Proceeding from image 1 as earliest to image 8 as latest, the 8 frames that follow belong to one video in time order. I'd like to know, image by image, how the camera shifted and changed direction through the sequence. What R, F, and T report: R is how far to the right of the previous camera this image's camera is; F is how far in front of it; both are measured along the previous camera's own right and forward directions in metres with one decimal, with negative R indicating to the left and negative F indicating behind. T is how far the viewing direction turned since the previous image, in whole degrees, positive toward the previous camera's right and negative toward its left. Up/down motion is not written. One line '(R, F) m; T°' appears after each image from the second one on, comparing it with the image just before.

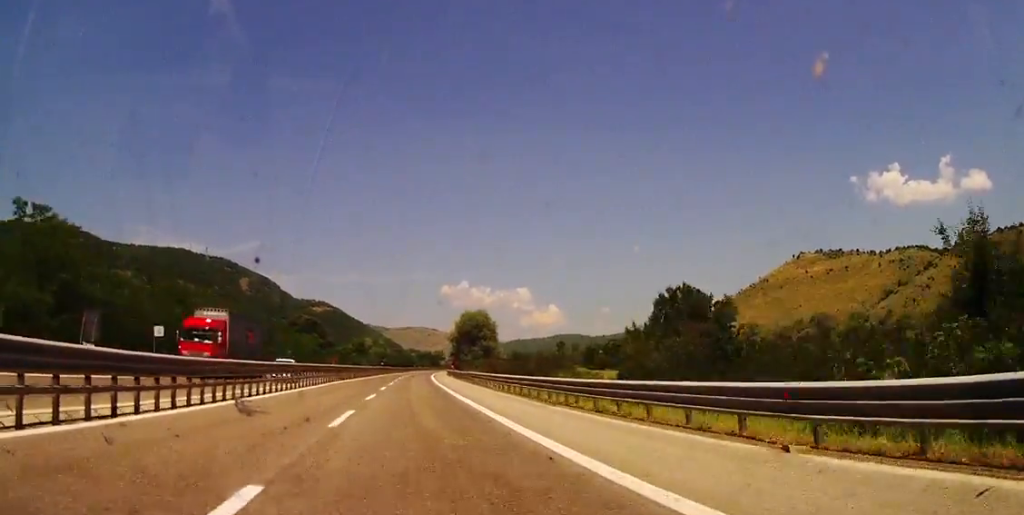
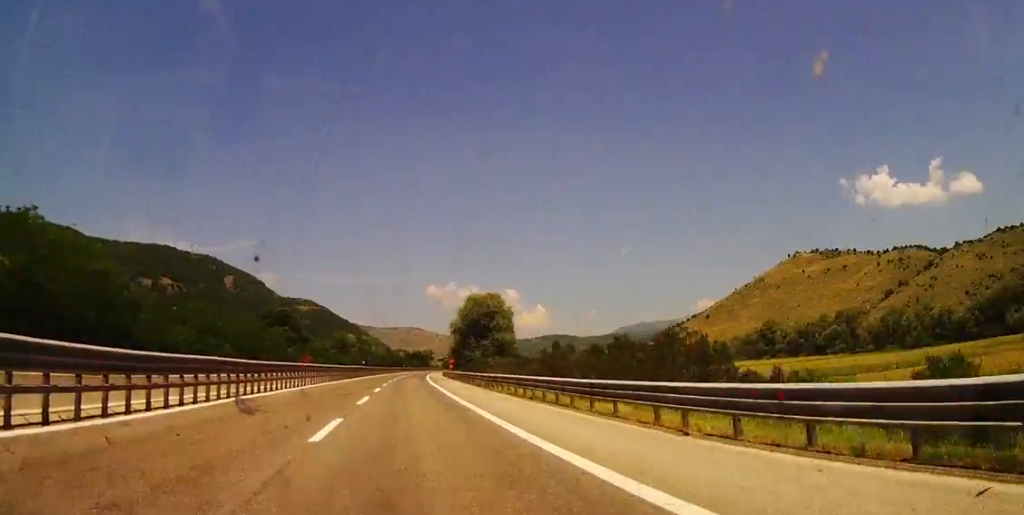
(+0.2, +26.9) m; 0°
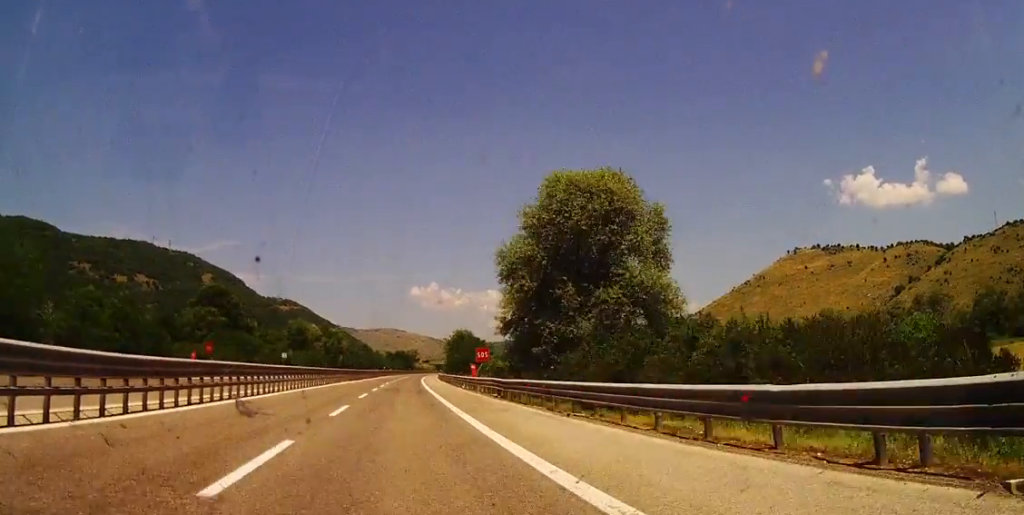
(+0.1, +53.6) m; +1°
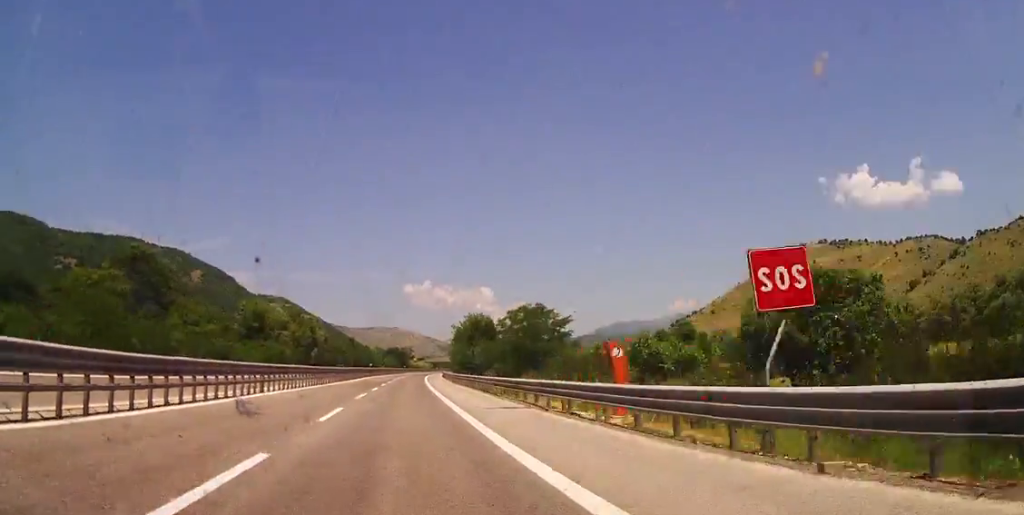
(+0.6, +38.8) m; +1°
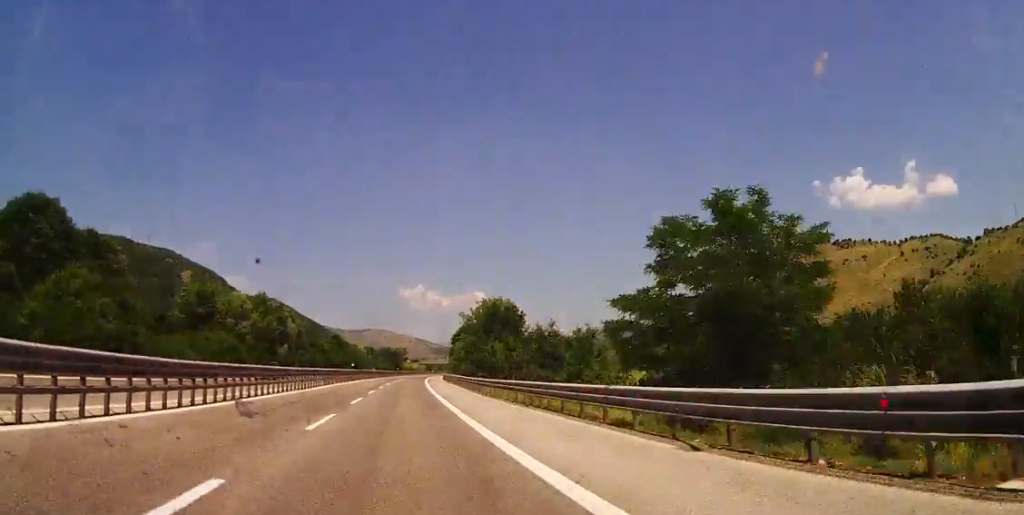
(+0.1, +26.8) m; 0°
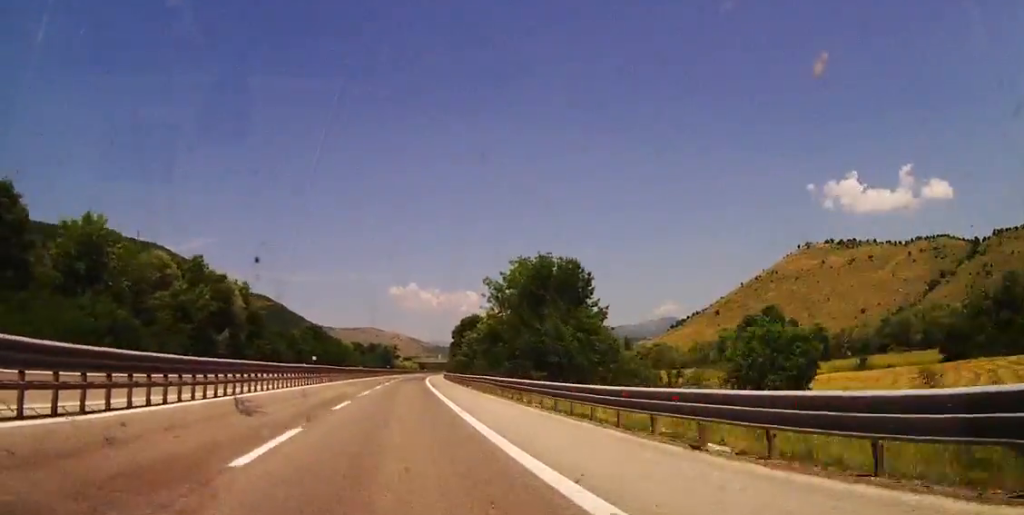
(+0.1, +30.5) m; 0°
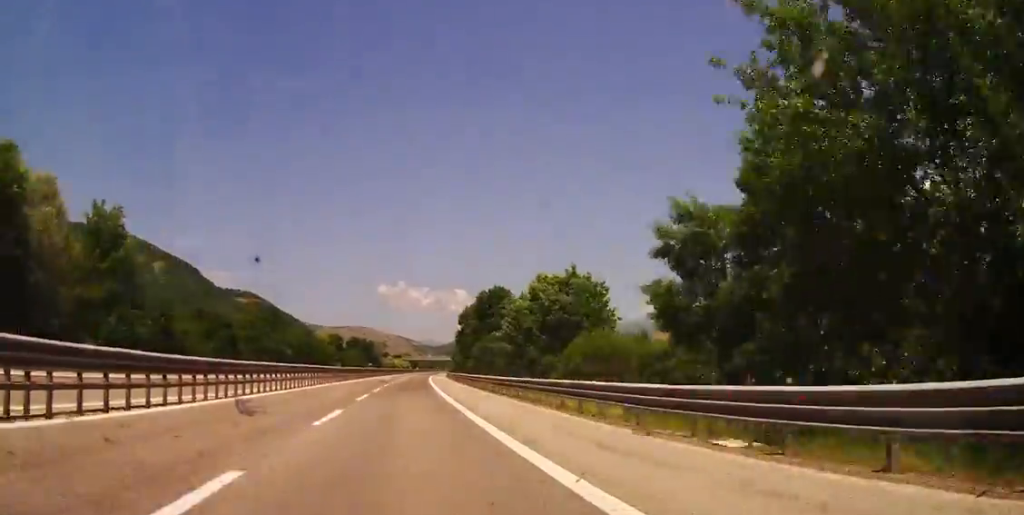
(+0.2, +42.8) m; +1°
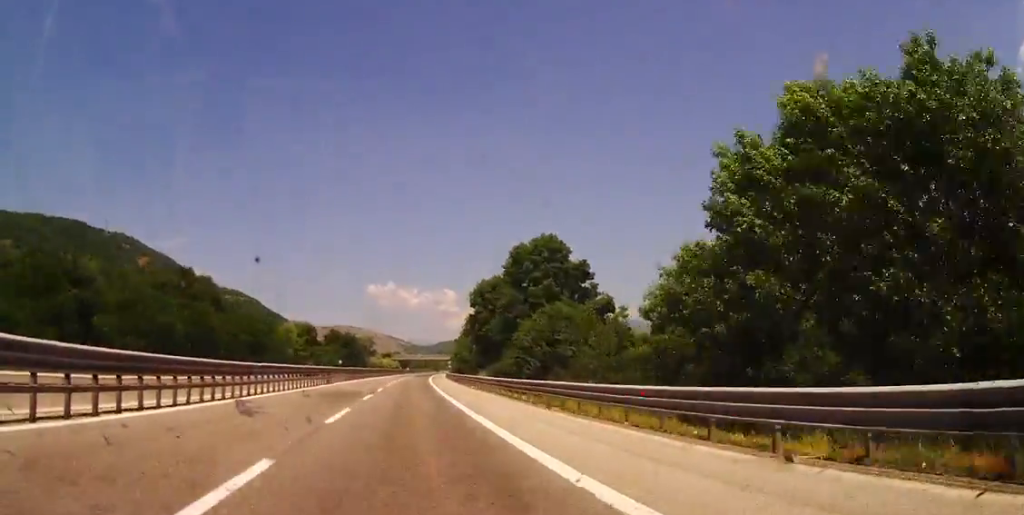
(+0.2, +35.4) m; +1°
